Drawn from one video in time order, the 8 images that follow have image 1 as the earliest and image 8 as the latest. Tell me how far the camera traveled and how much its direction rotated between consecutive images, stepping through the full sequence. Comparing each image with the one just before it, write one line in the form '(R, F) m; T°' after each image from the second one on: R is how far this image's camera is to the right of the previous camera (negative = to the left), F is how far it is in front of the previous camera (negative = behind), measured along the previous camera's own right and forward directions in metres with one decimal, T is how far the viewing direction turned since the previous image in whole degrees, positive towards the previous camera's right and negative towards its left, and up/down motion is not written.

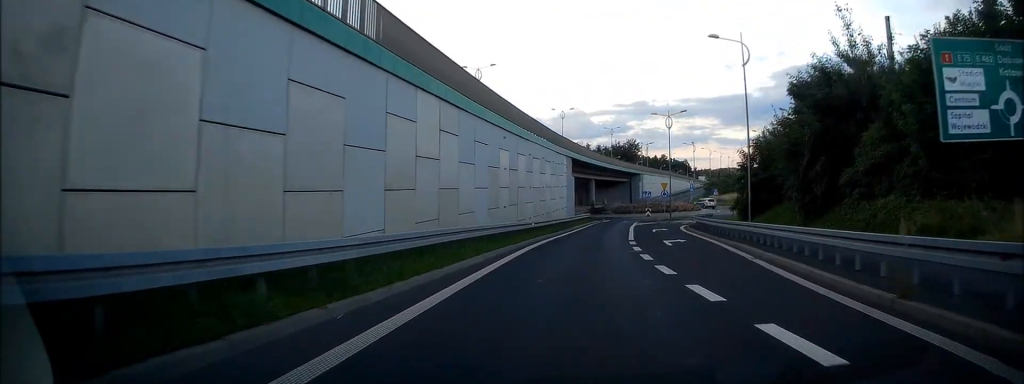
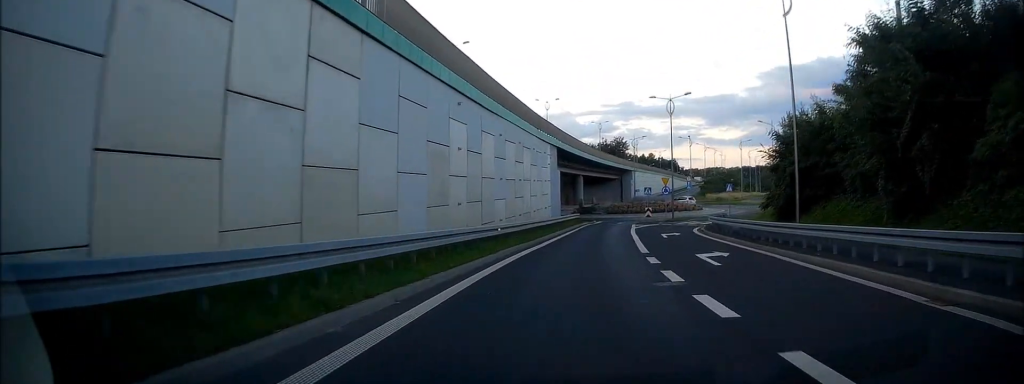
(0.0, +9.6) m; +1°
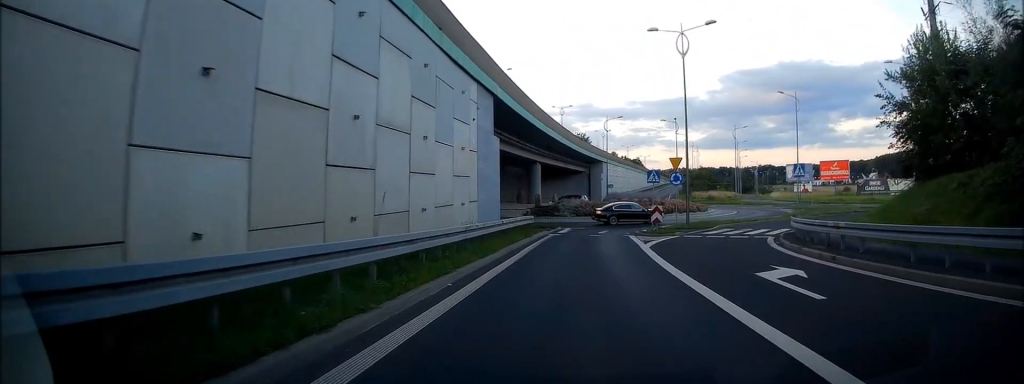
(+1.0, +21.8) m; +5°
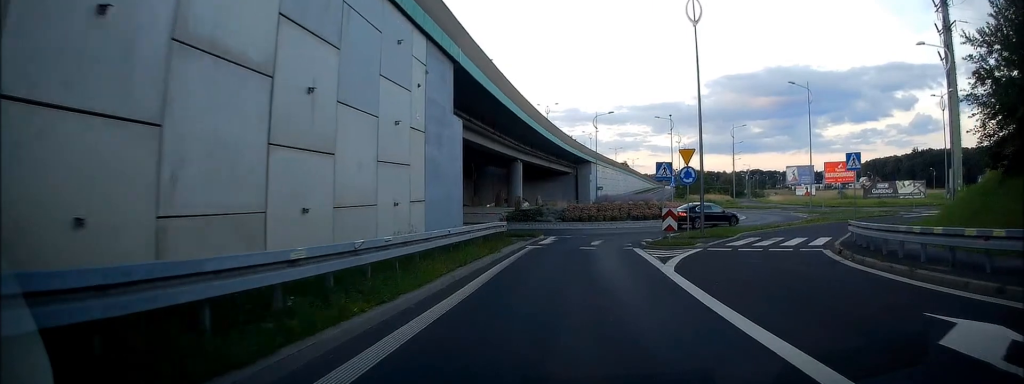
(+0.1, +6.8) m; +1°
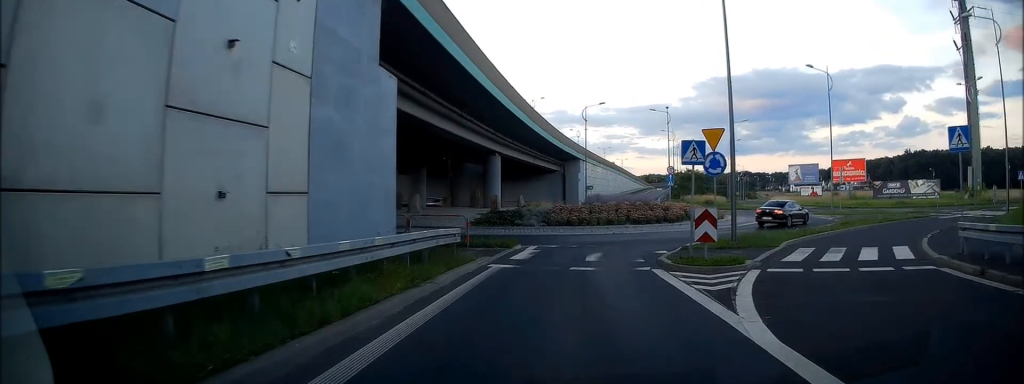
(+0.1, +6.9) m; +2°
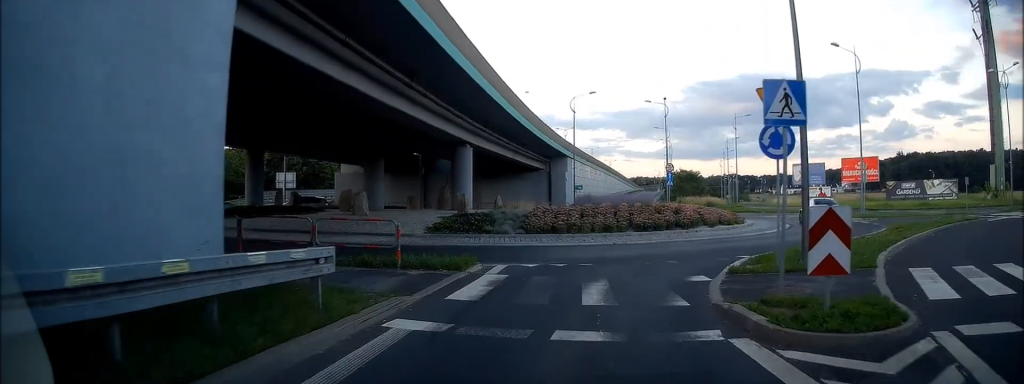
(+0.2, +7.4) m; +2°
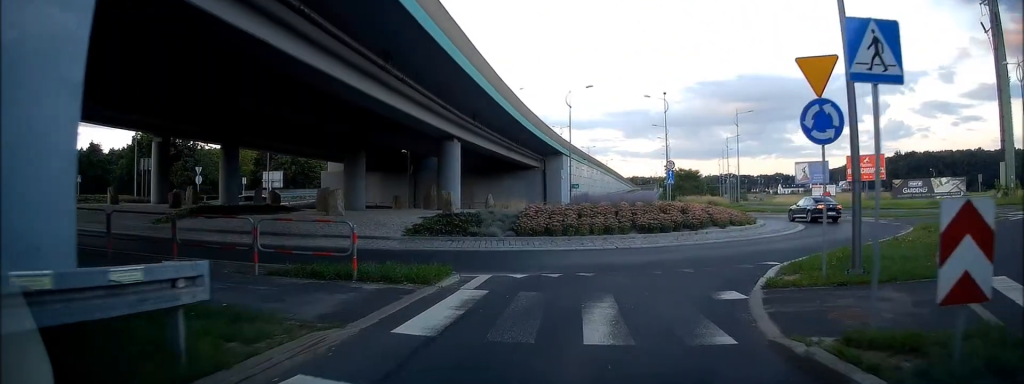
(0.0, +2.9) m; +1°
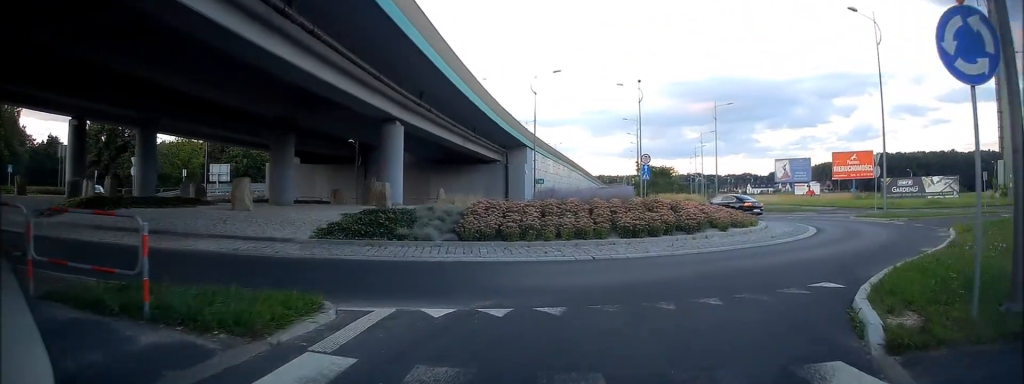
(+0.1, +5.6) m; +5°
